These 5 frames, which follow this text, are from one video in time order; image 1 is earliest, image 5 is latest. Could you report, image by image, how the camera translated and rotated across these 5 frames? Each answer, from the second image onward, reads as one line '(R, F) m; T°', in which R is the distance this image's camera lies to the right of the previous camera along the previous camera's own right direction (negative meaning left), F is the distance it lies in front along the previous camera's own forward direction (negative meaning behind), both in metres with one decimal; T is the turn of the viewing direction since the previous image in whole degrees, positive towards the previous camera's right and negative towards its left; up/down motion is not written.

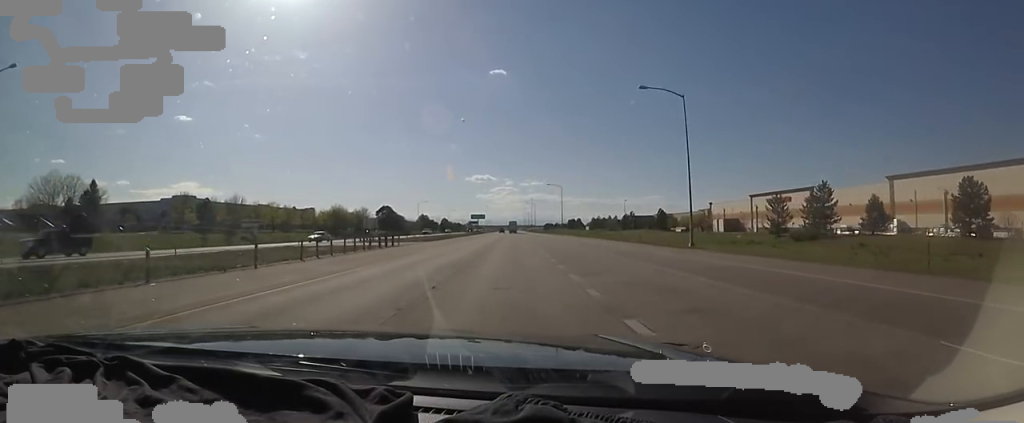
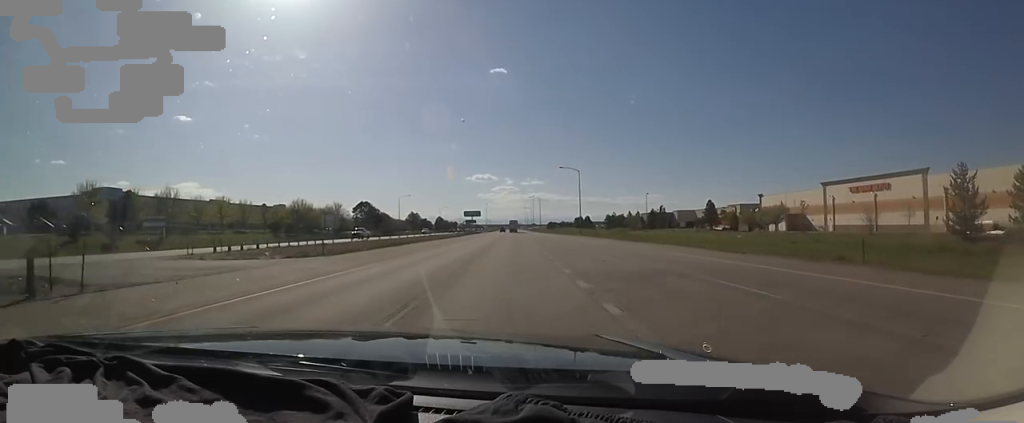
(+0.2, +30.7) m; +1°
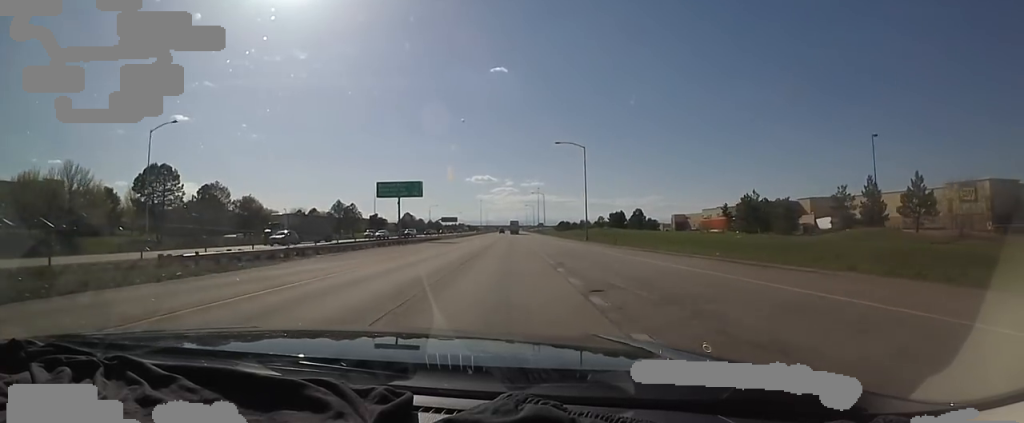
(+0.4, +108.2) m; -2°
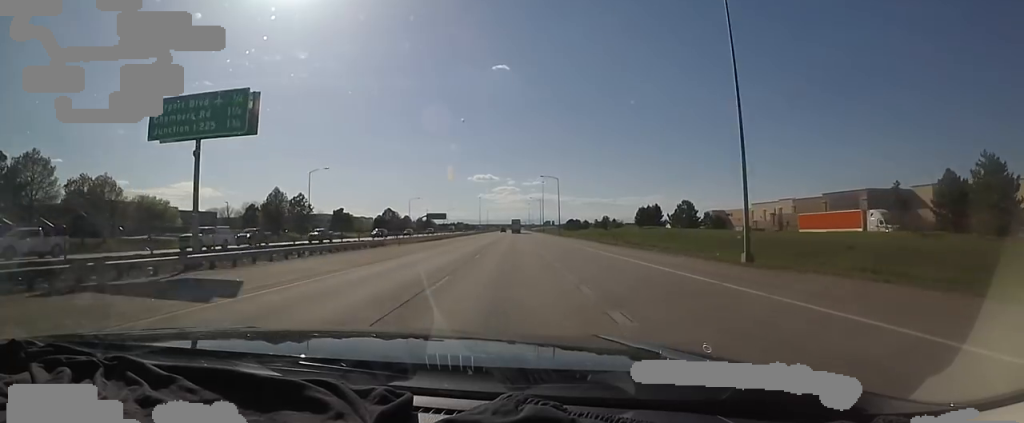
(+0.2, +41.8) m; +1°
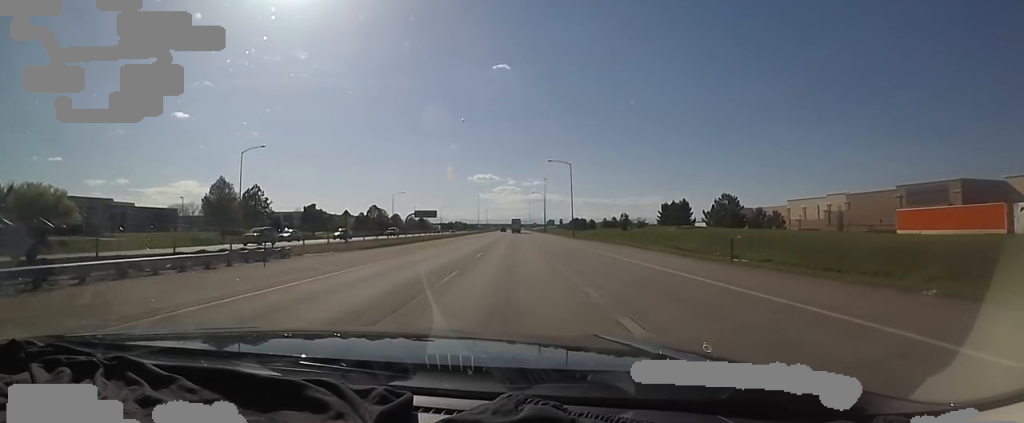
(+0.4, +23.1) m; 0°
